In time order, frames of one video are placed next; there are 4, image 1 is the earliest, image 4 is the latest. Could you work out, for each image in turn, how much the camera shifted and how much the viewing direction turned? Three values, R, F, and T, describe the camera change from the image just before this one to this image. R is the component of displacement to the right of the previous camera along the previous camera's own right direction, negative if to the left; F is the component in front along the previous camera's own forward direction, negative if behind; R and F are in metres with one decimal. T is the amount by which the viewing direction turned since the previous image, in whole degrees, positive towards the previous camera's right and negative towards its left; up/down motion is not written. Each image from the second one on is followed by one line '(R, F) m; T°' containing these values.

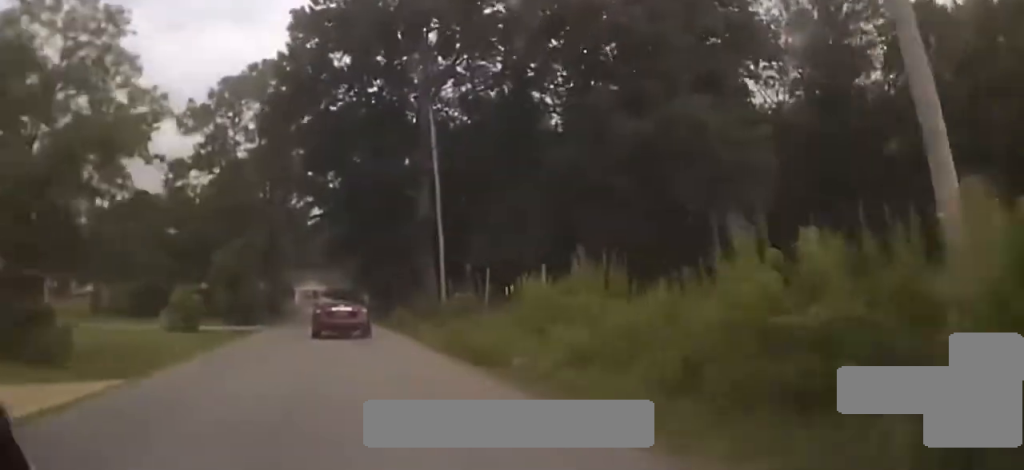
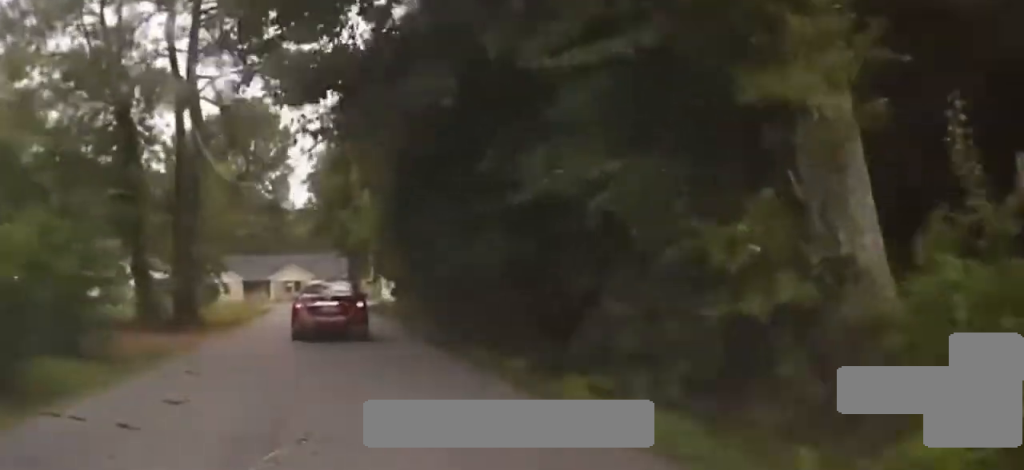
(+0.3, +41.7) m; 0°
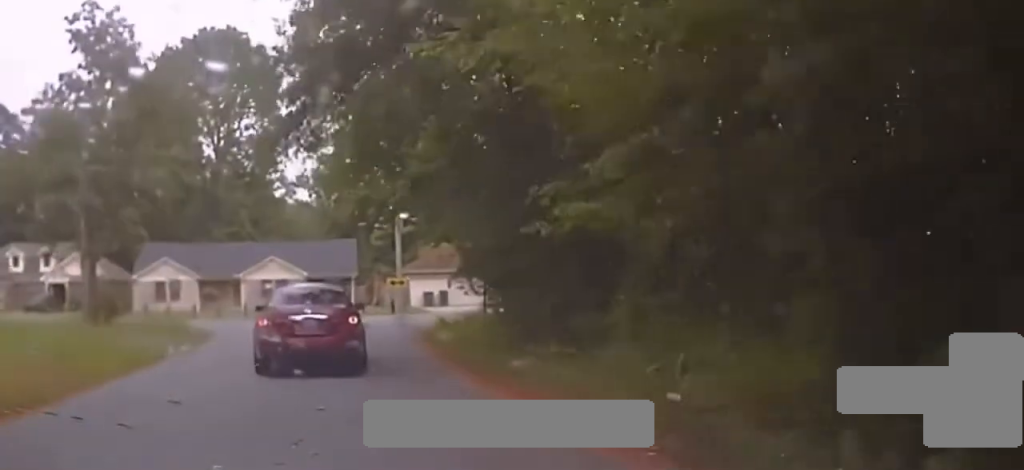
(-0.9, +32.9) m; -7°
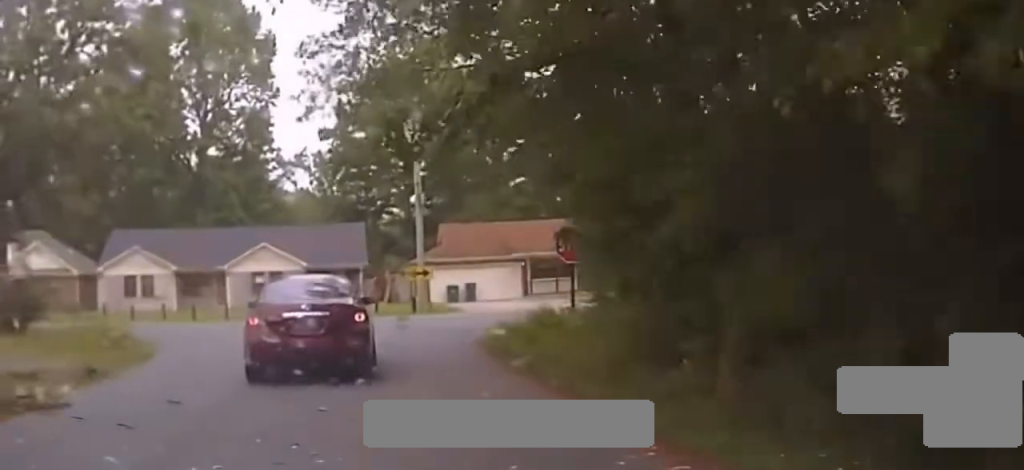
(-0.8, +10.4) m; -7°
